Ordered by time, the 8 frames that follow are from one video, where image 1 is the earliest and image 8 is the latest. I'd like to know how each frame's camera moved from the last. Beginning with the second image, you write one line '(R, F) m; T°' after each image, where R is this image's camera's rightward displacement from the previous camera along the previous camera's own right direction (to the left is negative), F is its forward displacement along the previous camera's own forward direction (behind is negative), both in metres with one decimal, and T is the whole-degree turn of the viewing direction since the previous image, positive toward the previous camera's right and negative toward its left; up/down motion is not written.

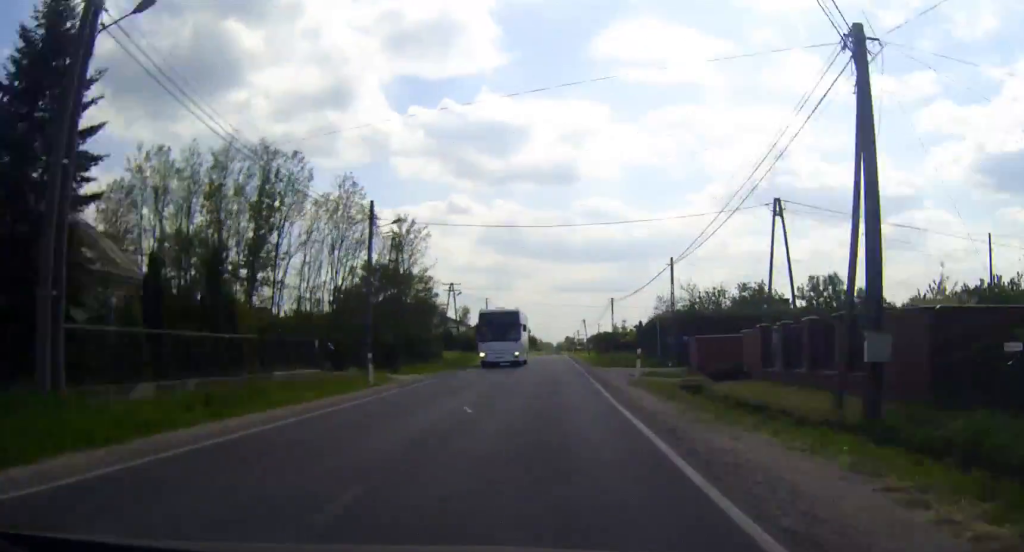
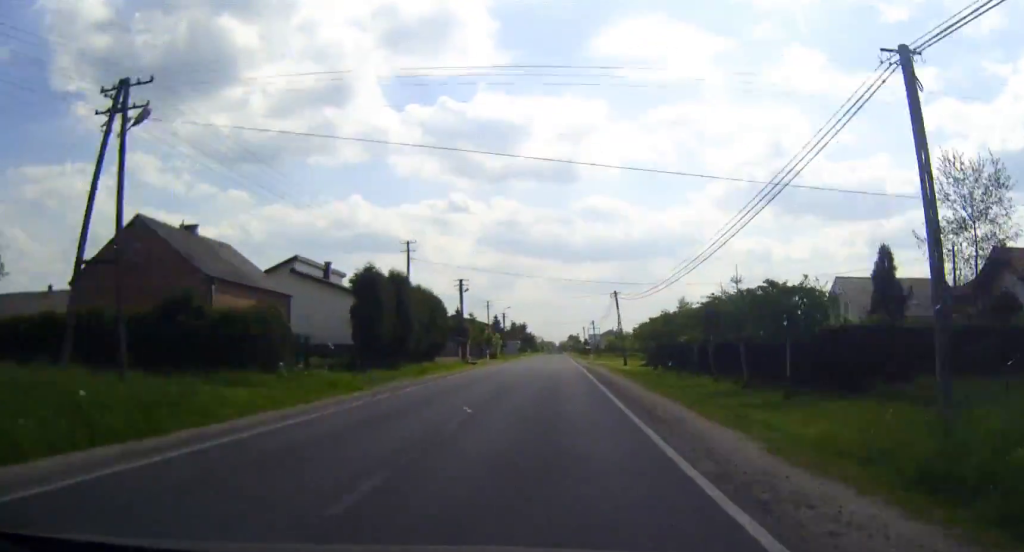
(-0.1, +66.4) m; 0°
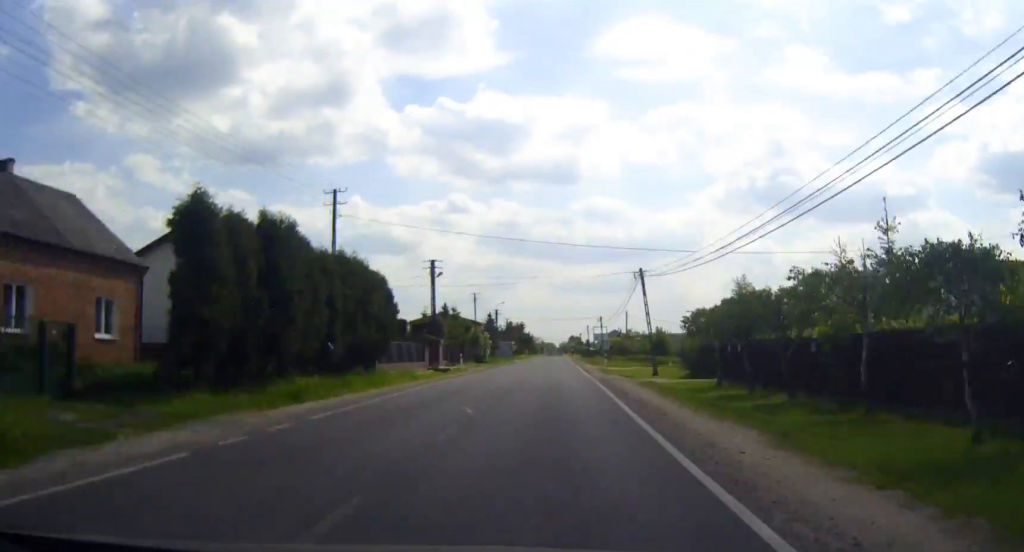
(0.0, +19.4) m; 0°
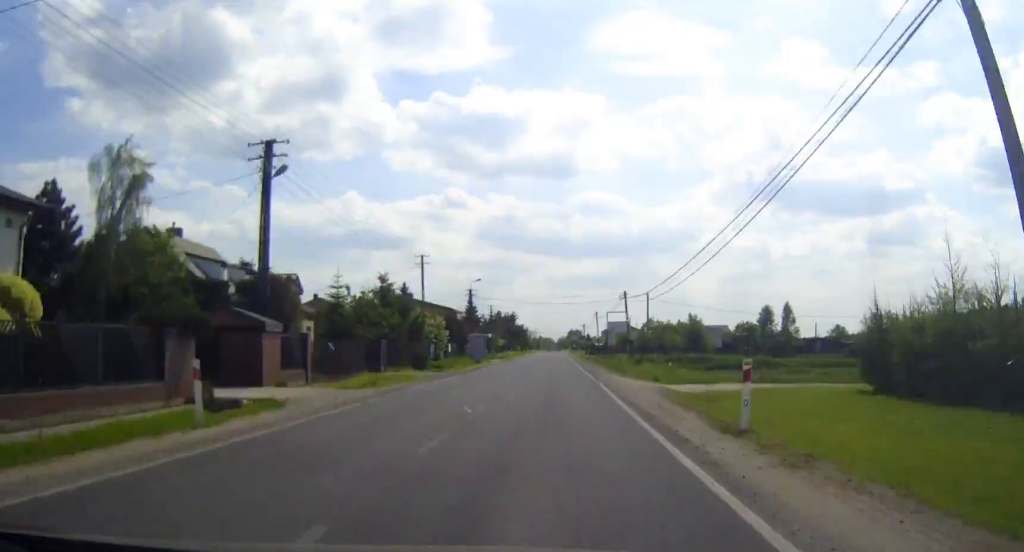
(0.0, +37.5) m; 0°
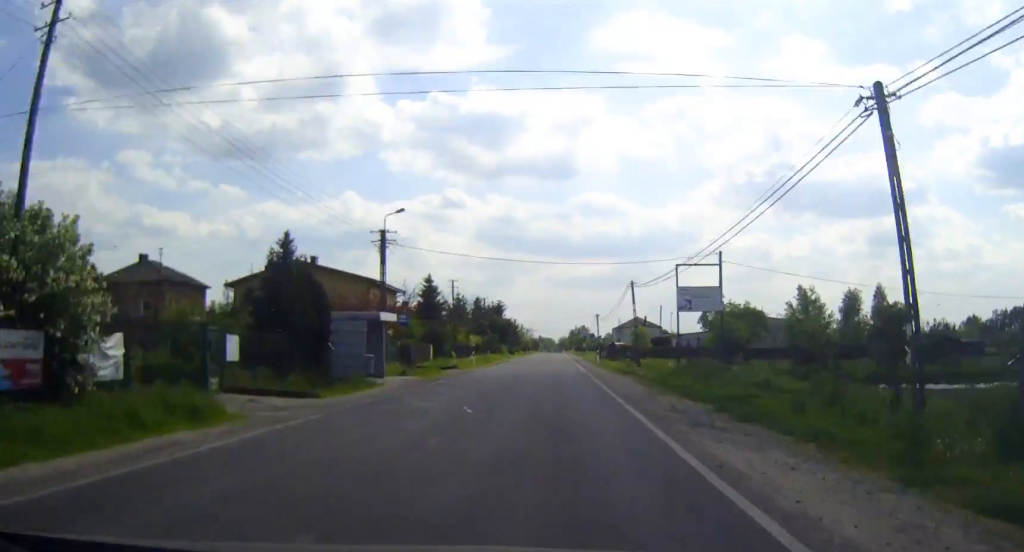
(0.0, +48.7) m; 0°
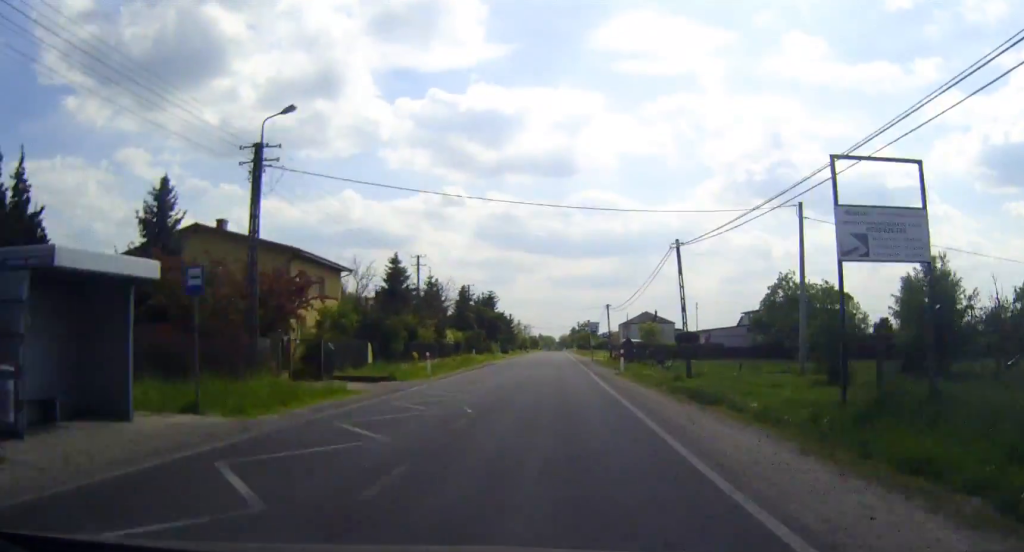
(0.0, +20.9) m; 0°
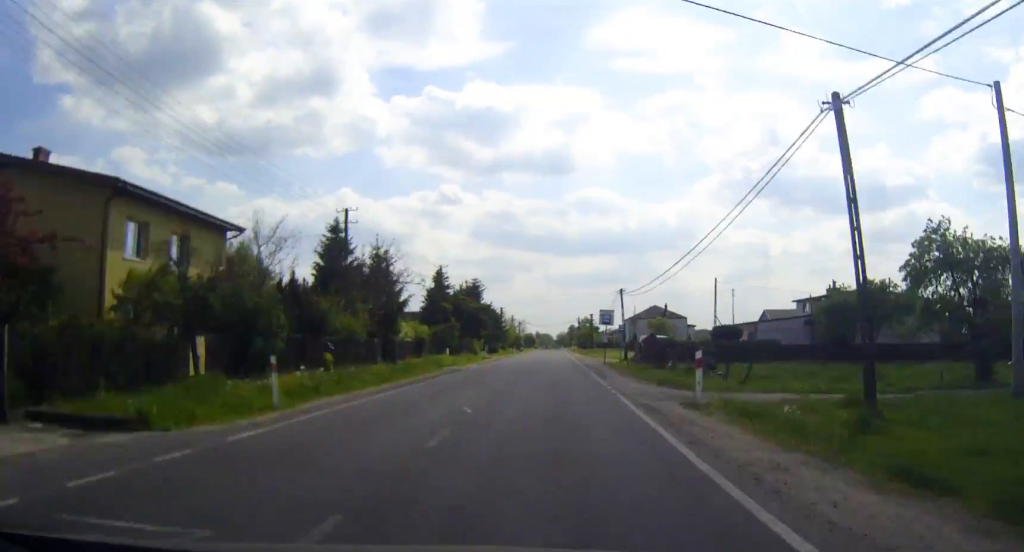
(0.0, +20.9) m; 0°
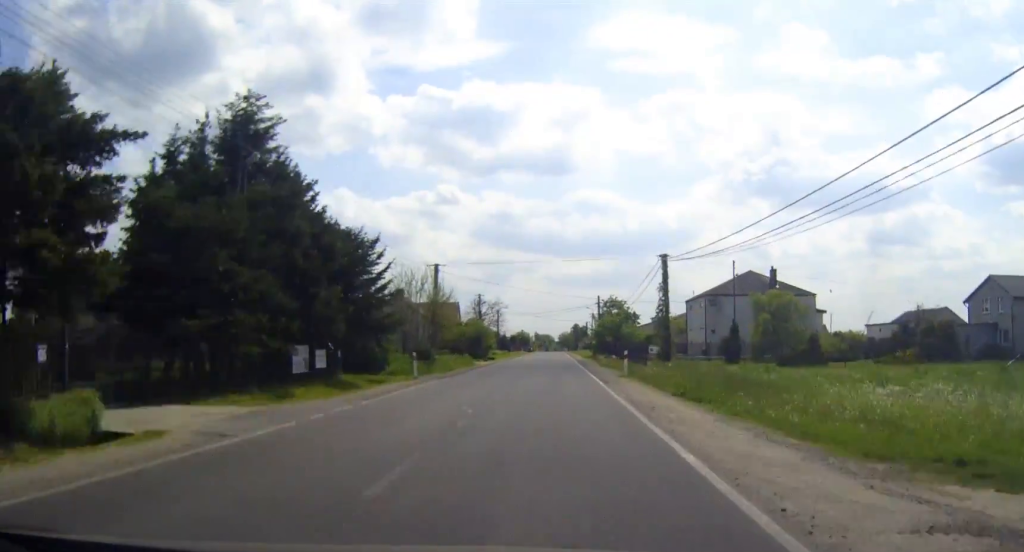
(0.0, +81.9) m; 0°
